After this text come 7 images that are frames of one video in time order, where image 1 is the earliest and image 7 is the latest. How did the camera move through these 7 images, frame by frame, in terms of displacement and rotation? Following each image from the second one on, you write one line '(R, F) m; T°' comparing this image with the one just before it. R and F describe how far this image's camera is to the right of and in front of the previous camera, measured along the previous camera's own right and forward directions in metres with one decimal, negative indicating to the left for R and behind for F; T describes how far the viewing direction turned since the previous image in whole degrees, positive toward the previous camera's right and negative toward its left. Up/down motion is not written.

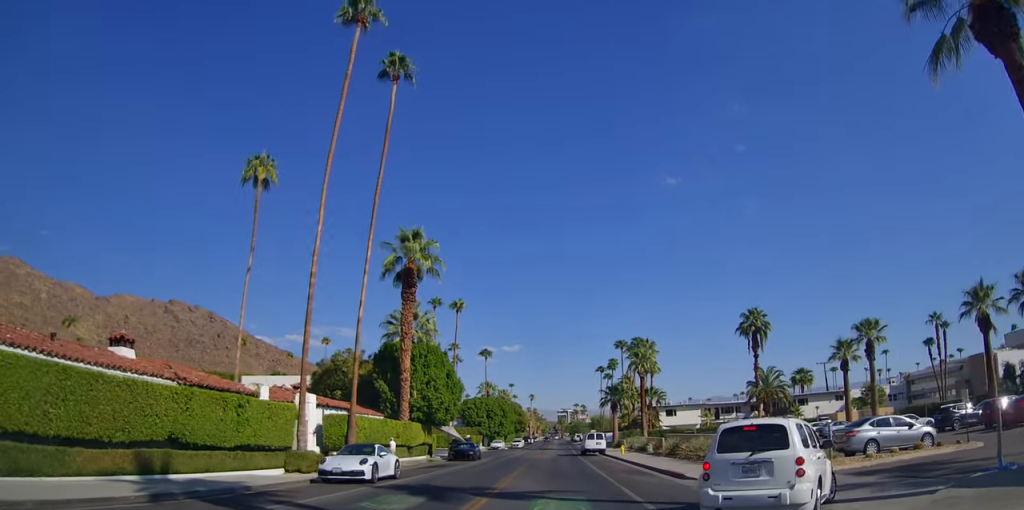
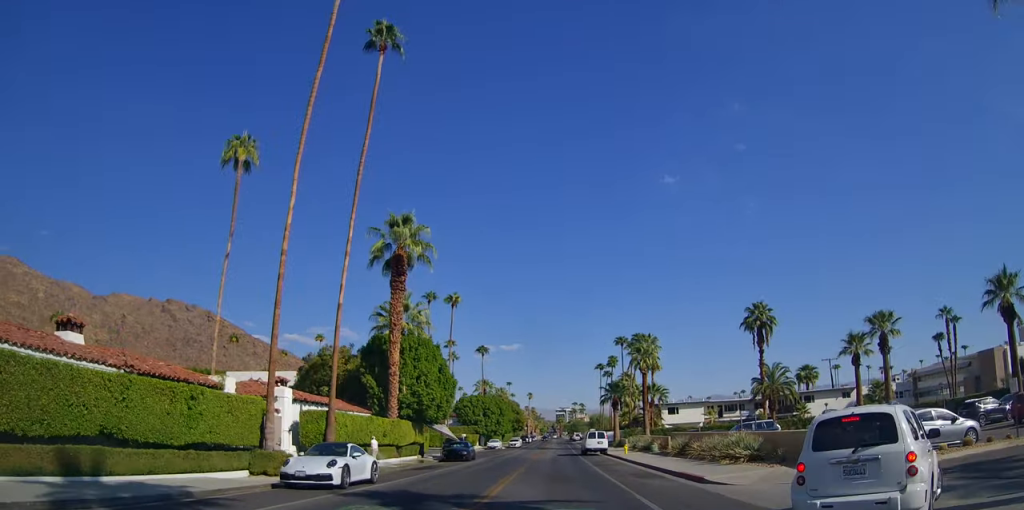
(0.0, +2.9) m; 0°
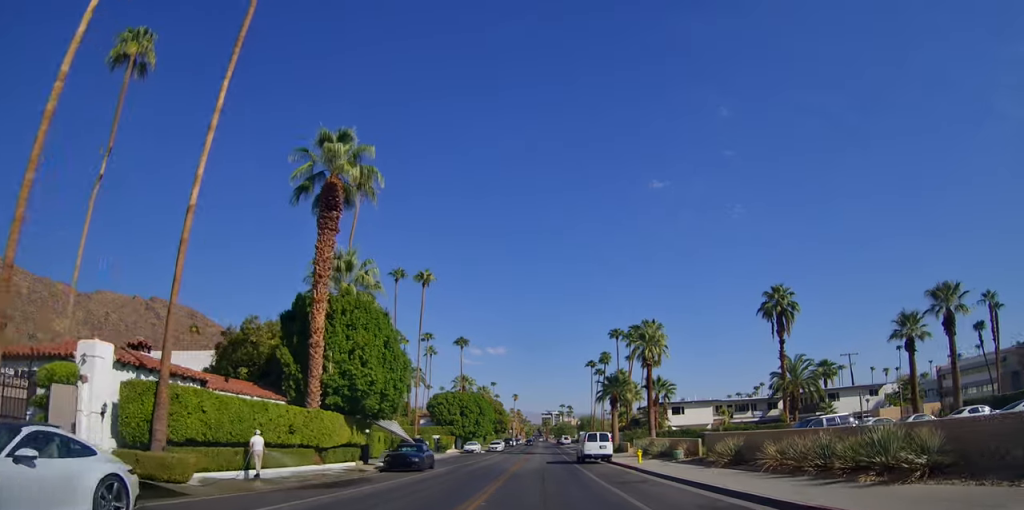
(-0.4, +9.7) m; -1°
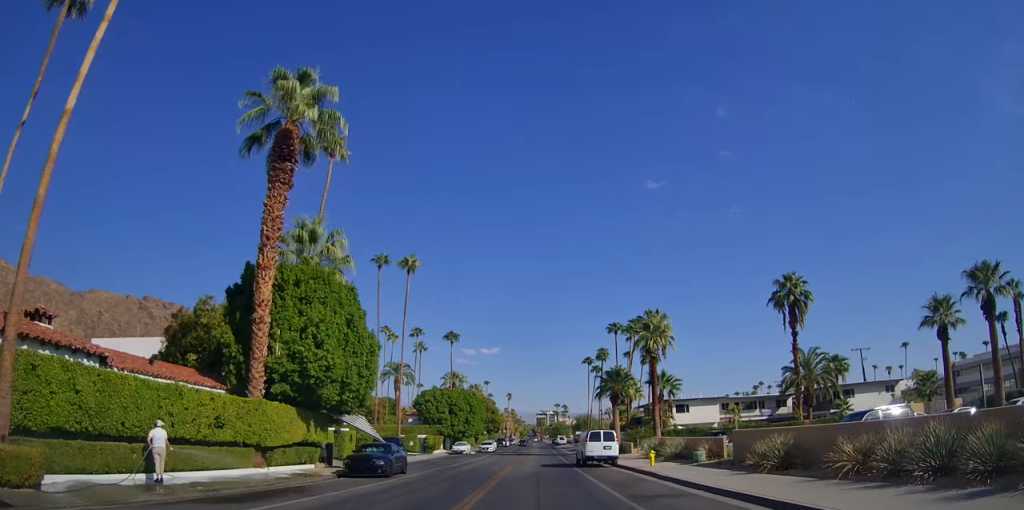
(-0.2, +3.9) m; +2°
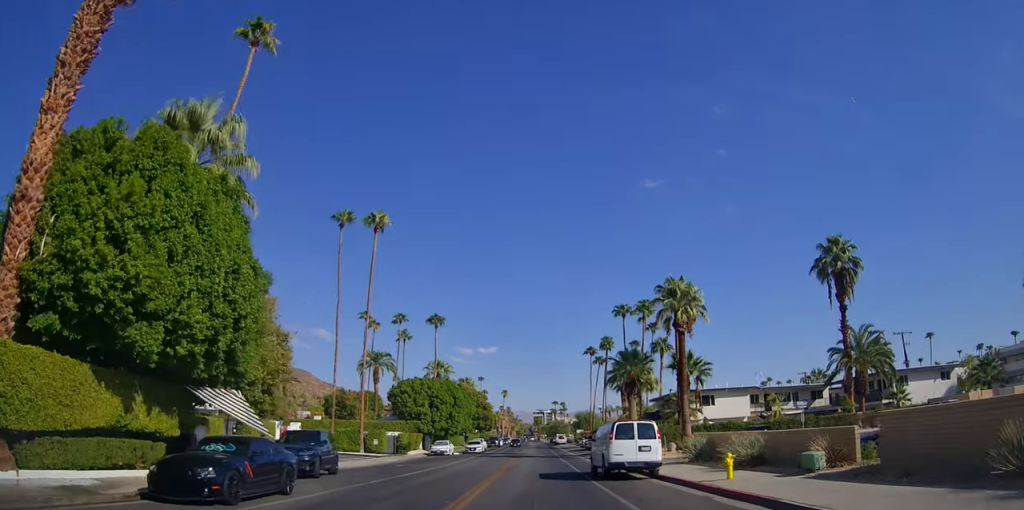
(+0.7, +9.3) m; +1°
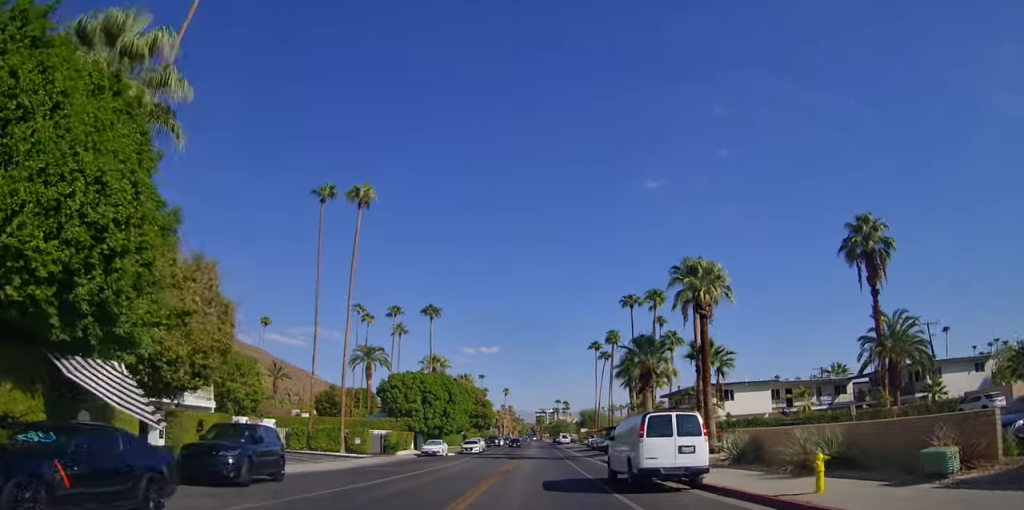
(-0.2, +4.6) m; -1°
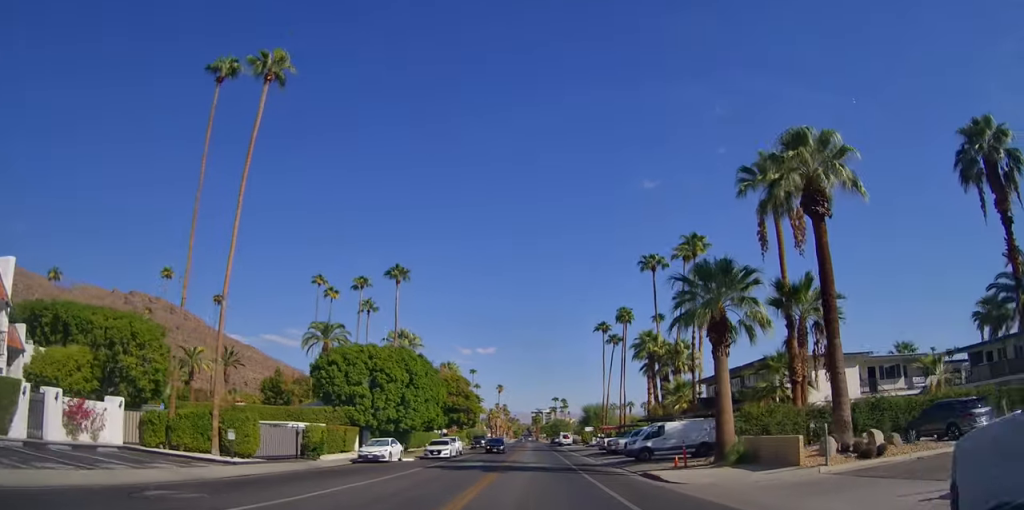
(+0.4, +15.8) m; +4°
